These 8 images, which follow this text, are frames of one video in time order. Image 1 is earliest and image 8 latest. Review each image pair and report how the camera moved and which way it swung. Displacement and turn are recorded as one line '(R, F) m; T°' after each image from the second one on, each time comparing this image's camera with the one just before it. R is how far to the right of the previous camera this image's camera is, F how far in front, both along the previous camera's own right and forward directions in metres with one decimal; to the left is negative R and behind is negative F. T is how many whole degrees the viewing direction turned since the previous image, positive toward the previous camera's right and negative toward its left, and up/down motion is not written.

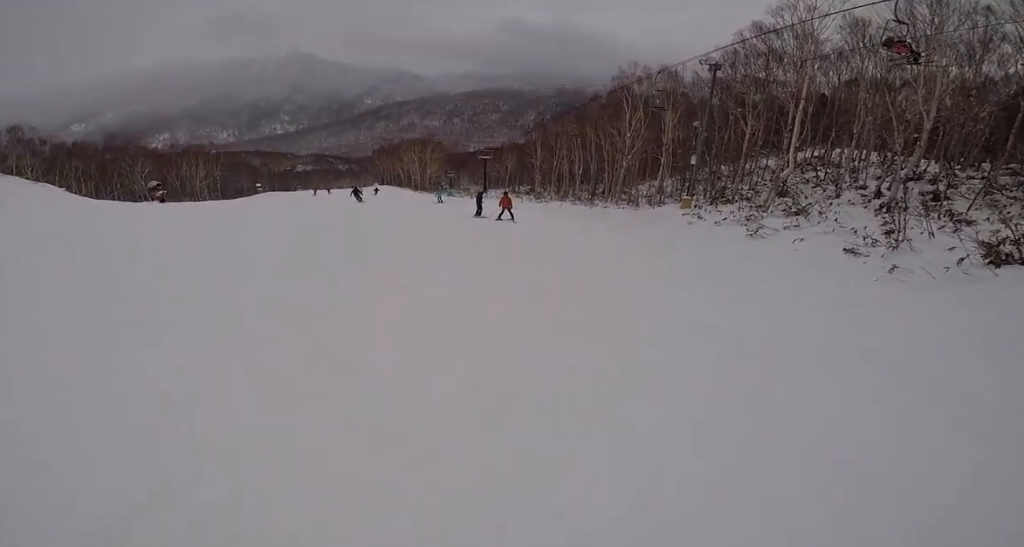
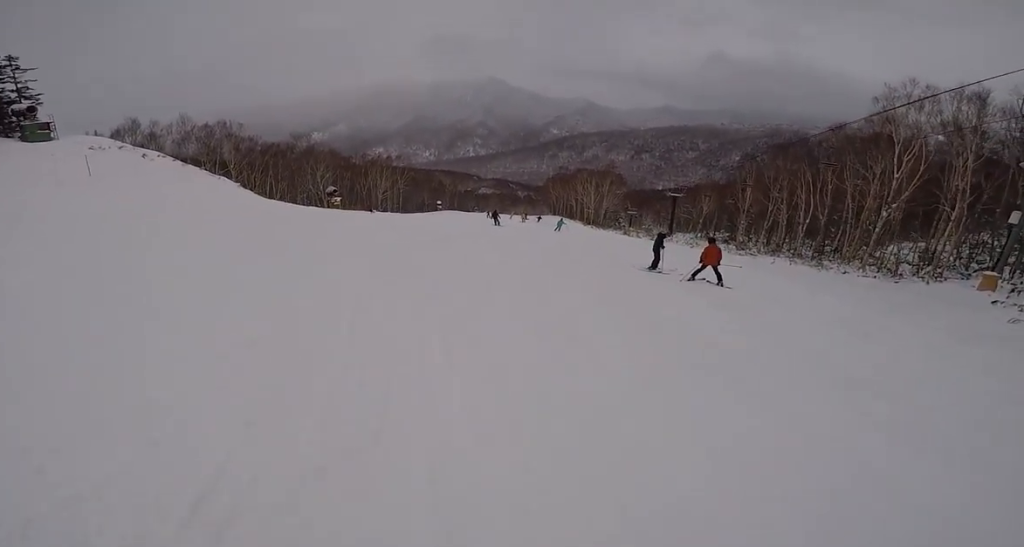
(-2.0, +4.8) m; -44°
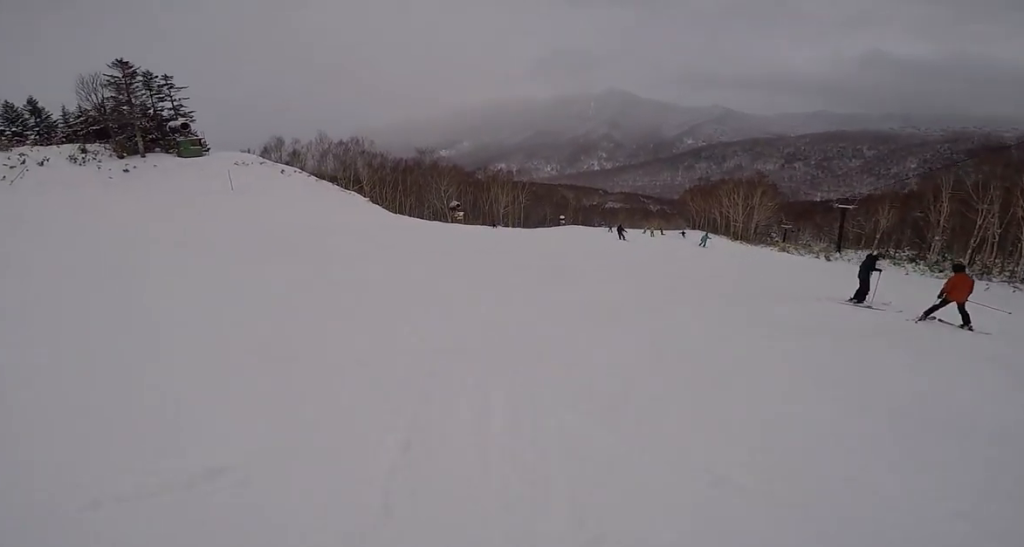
(-0.4, +1.7) m; -12°
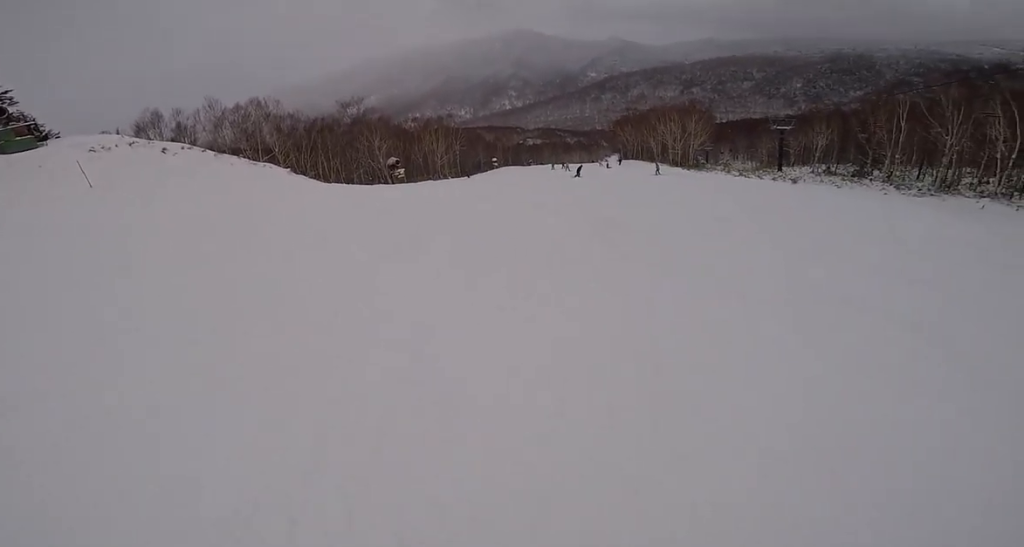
(+1.6, +6.7) m; +24°
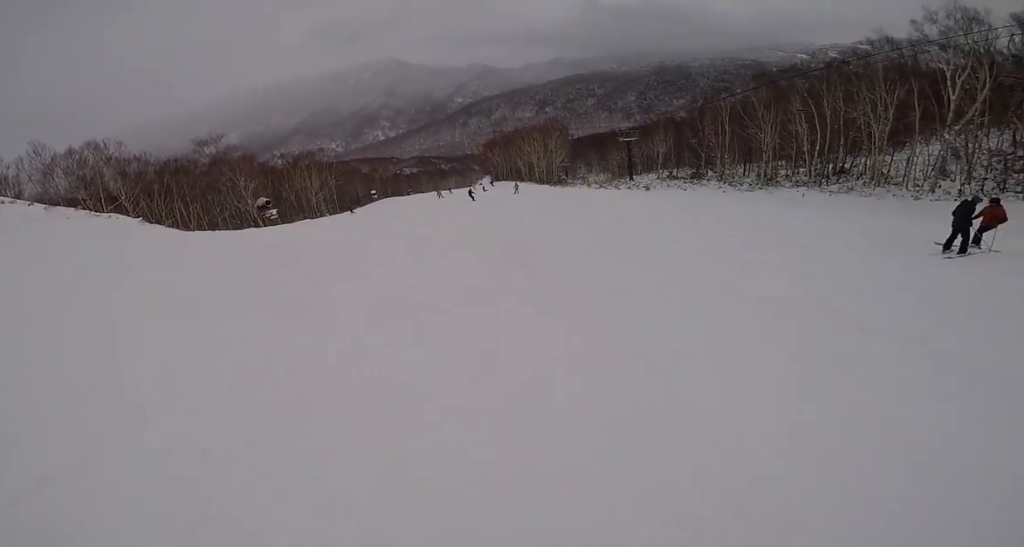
(0.0, +1.5) m; +4°
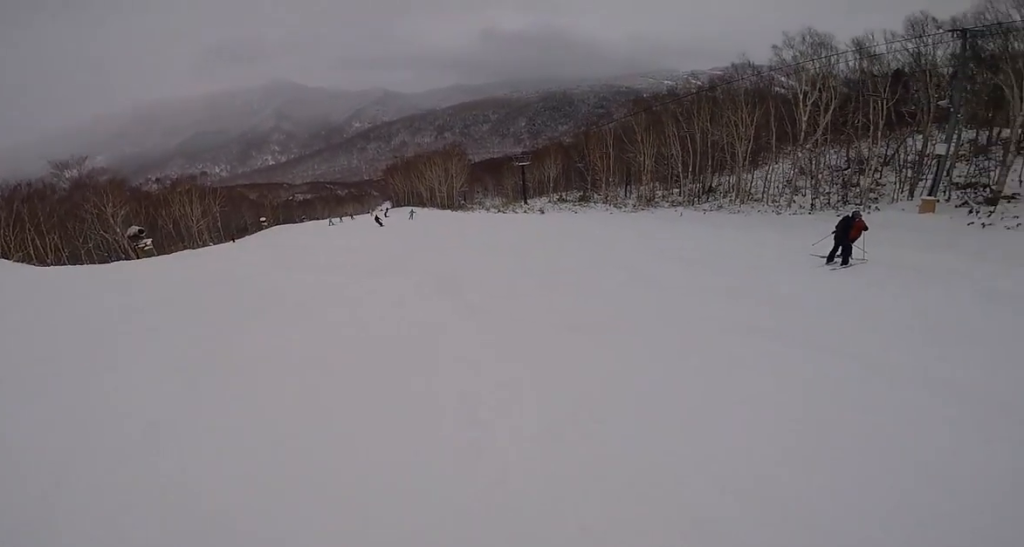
(0.0, +1.4) m; +7°
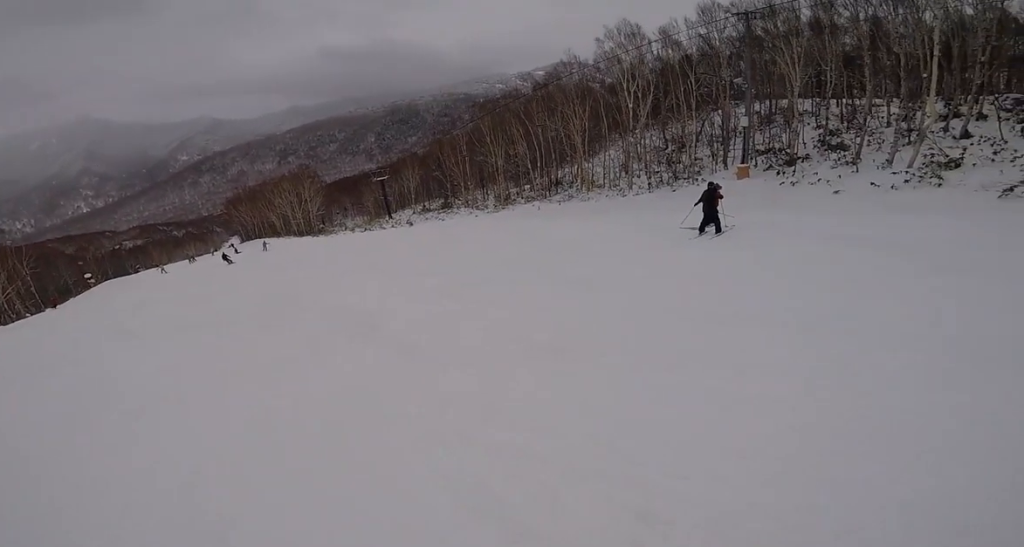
(+0.1, +1.6) m; +17°
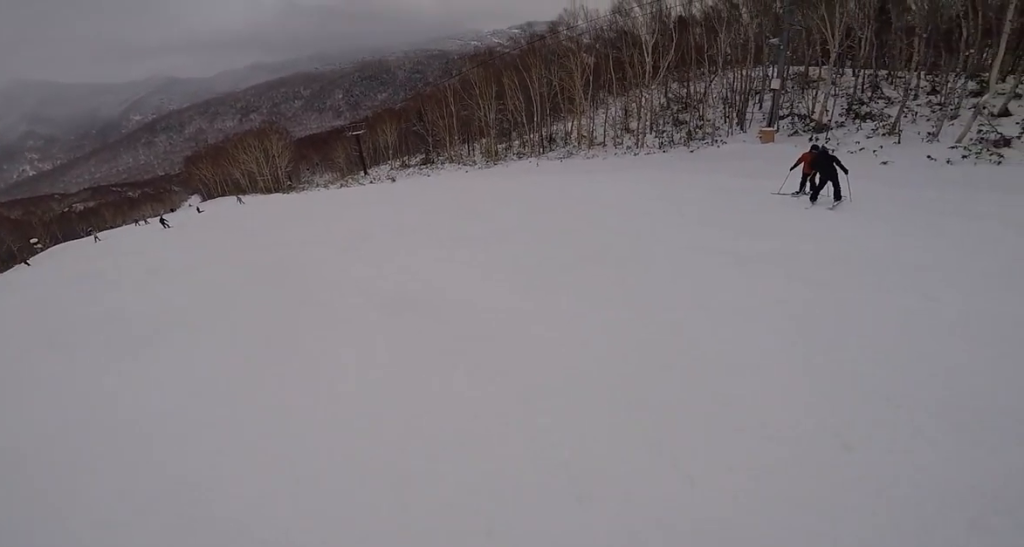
(+1.0, +3.1) m; +35°
